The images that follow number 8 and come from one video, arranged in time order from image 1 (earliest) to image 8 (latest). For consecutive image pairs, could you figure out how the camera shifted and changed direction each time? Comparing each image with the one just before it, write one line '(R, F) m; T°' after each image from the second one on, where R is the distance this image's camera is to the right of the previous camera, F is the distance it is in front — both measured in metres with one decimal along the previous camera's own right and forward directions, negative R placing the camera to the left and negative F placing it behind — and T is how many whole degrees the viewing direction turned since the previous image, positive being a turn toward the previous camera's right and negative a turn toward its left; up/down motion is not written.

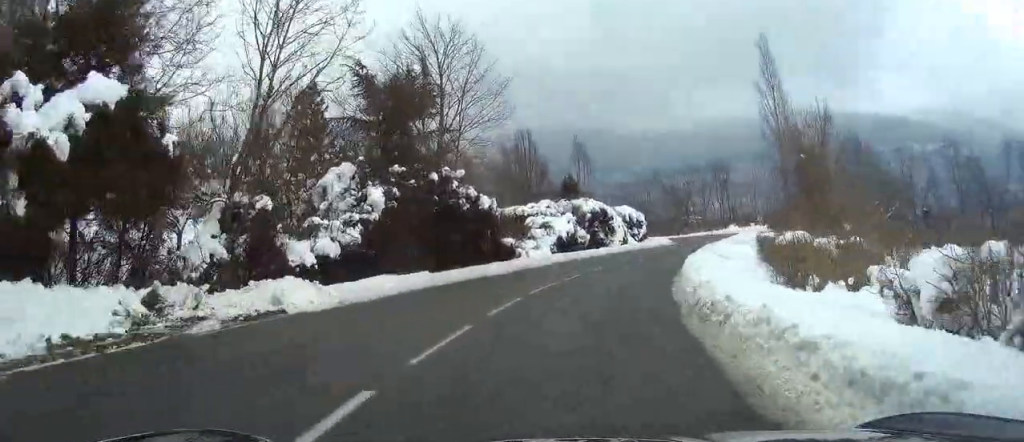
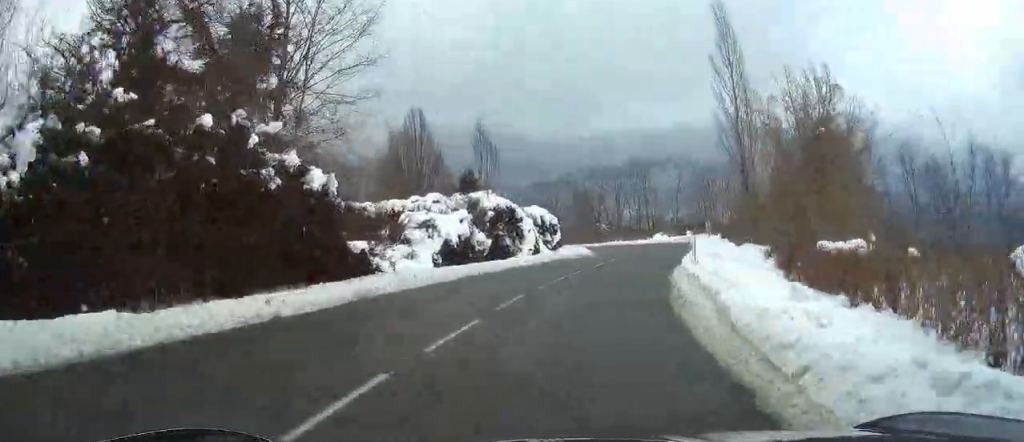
(+1.0, +11.7) m; +9°
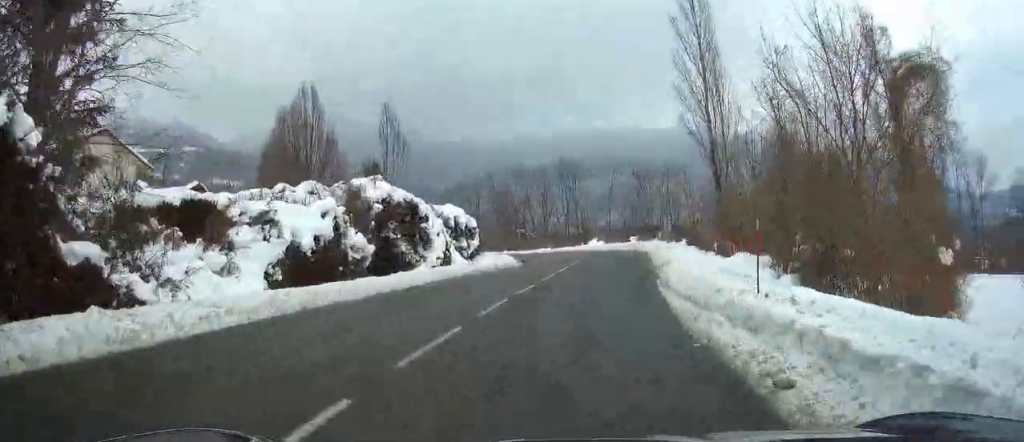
(+0.8, +10.3) m; +7°
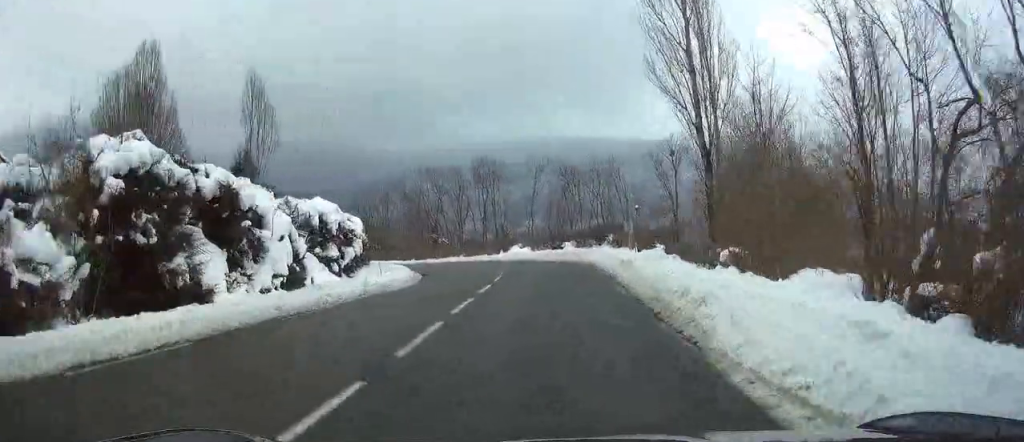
(+0.7, +11.1) m; +5°
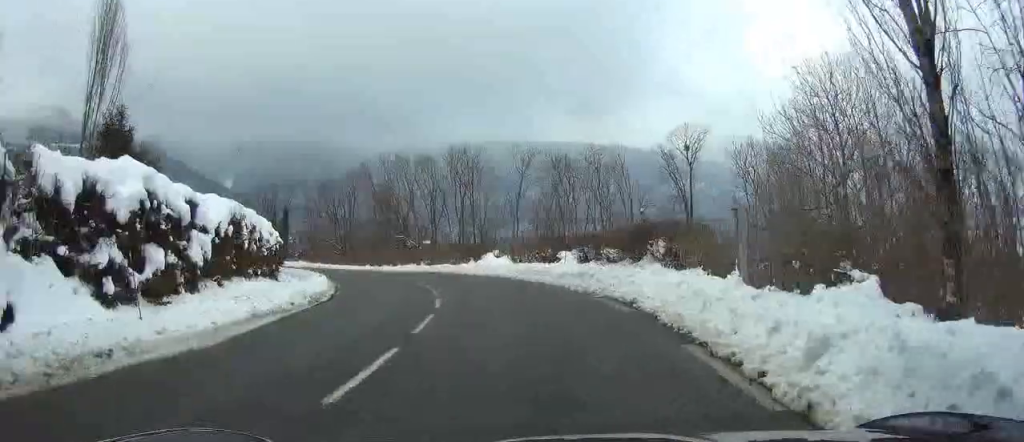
(+0.5, +14.8) m; +2°
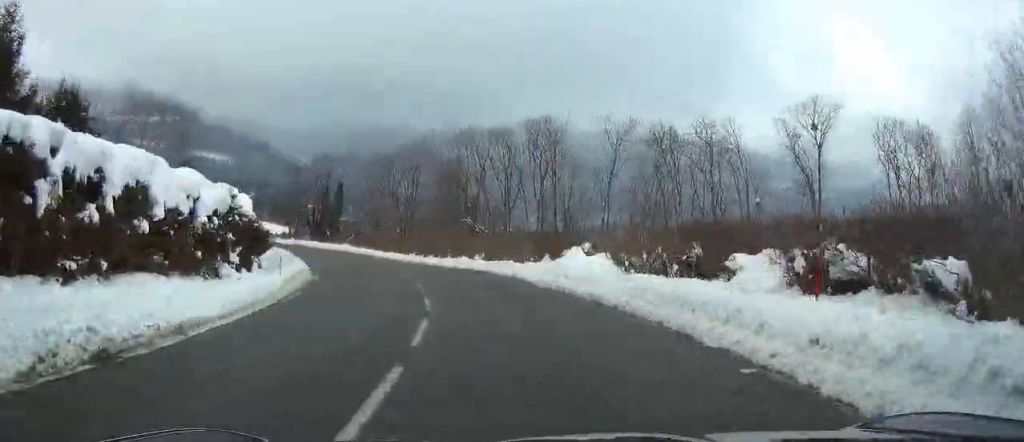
(0.0, +14.5) m; -5°
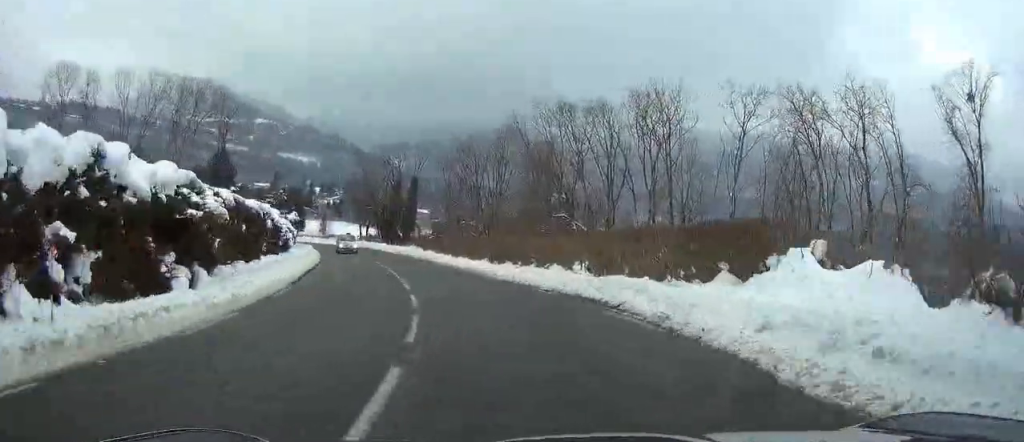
(-1.0, +13.1) m; -7°
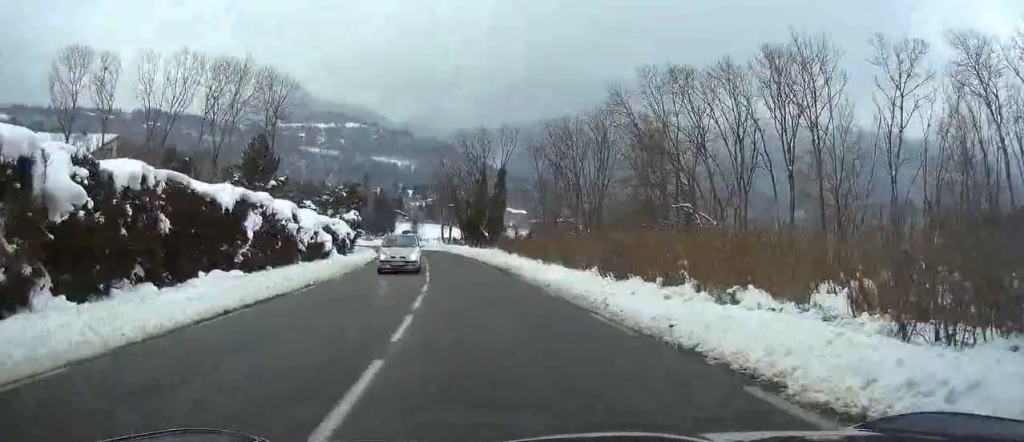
(-0.8, +12.5) m; -6°
